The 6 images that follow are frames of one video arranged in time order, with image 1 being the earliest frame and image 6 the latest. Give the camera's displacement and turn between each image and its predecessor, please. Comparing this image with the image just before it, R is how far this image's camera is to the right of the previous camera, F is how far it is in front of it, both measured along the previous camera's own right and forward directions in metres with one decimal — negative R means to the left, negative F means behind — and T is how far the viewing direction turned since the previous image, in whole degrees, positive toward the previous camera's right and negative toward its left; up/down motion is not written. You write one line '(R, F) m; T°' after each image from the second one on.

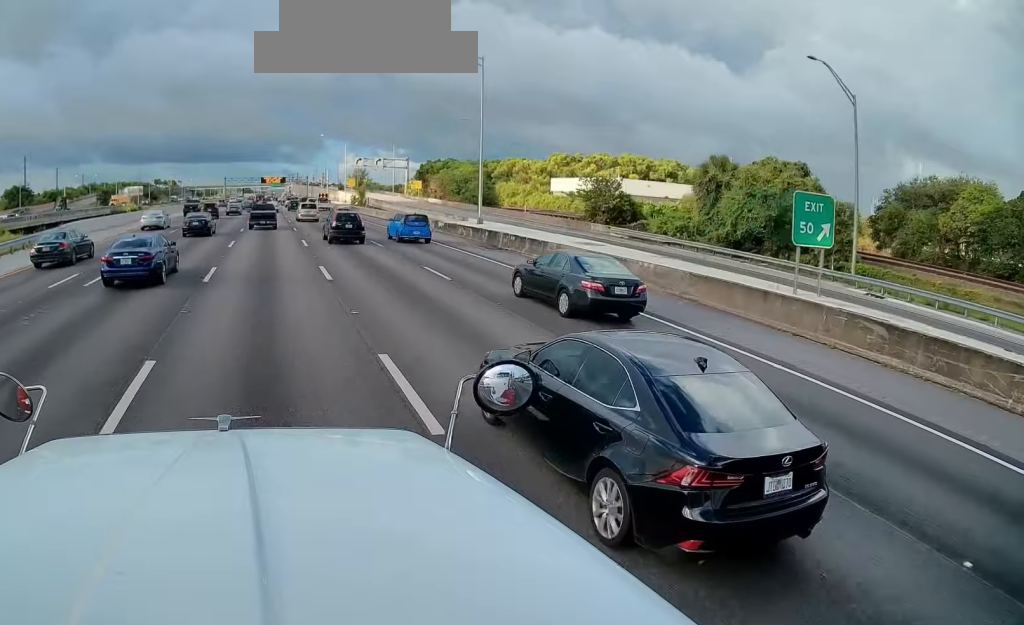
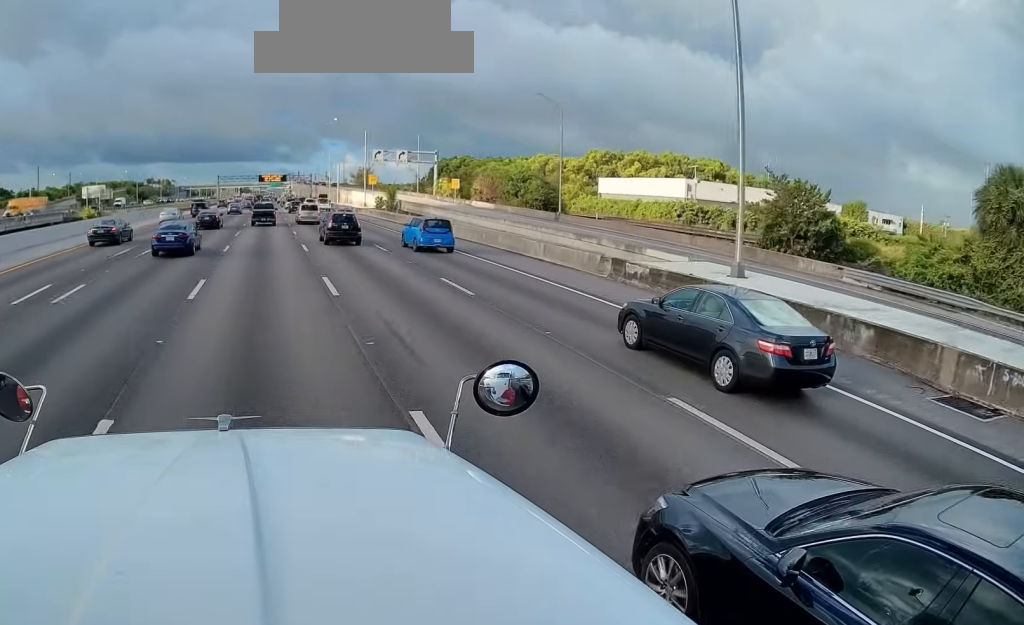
(-0.5, +27.2) m; -2°
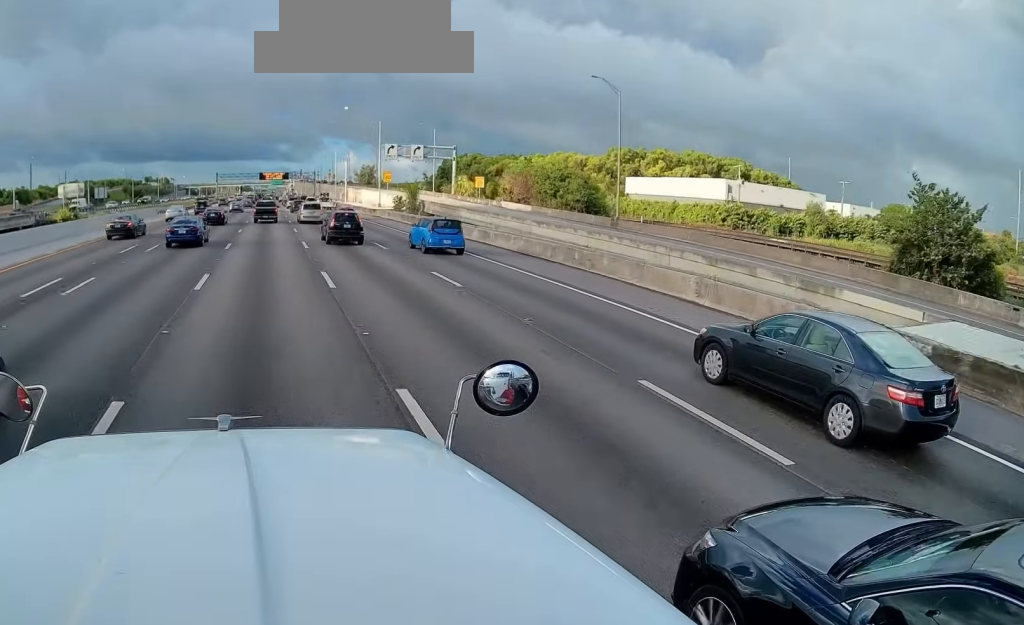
(+0.1, +11.4) m; +1°
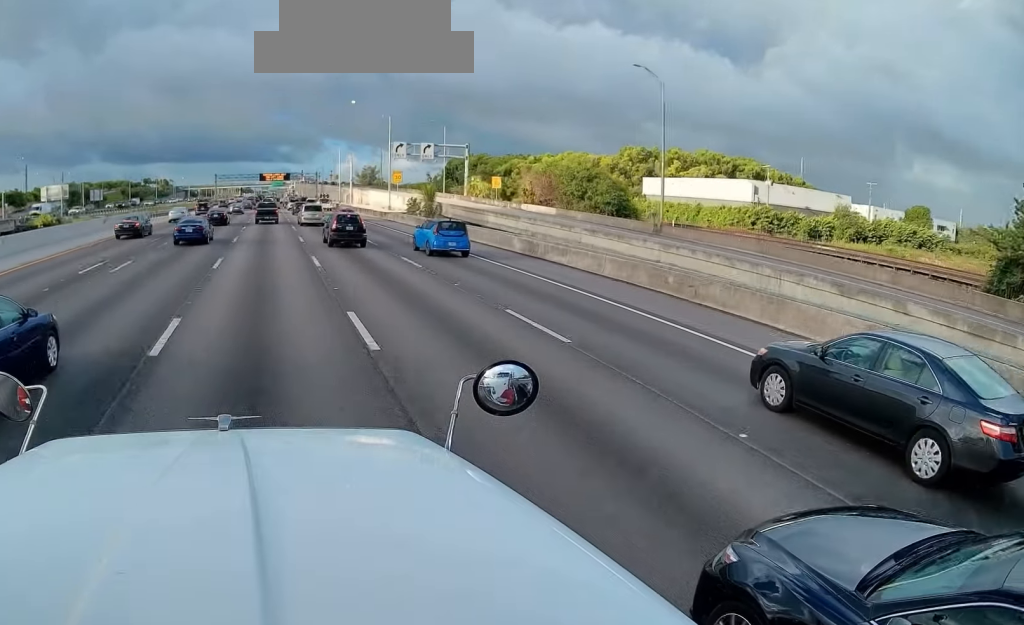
(+0.1, +7.0) m; +1°
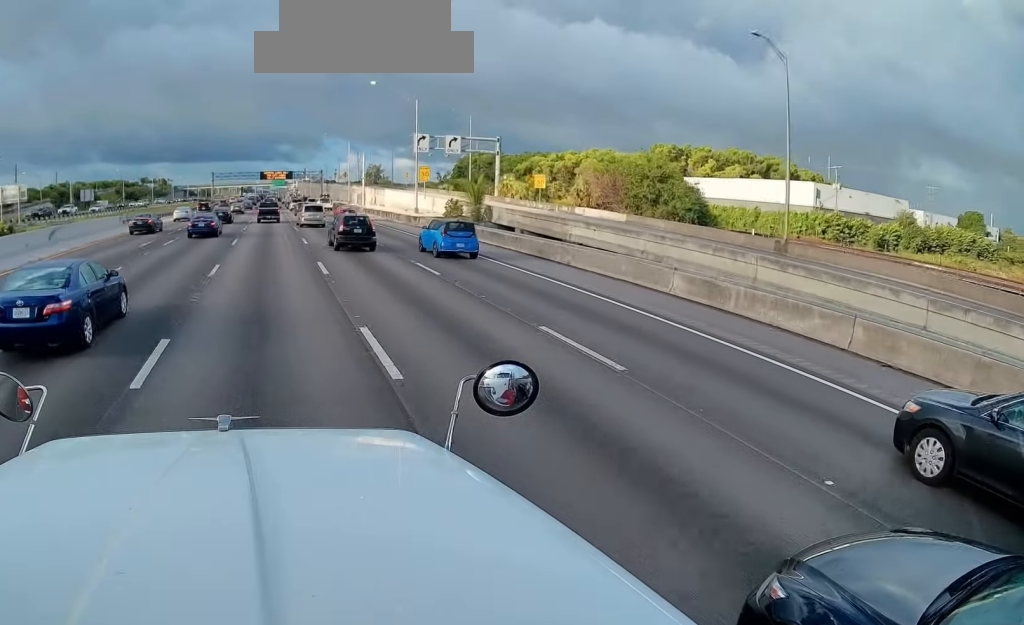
(0.0, +14.4) m; 0°
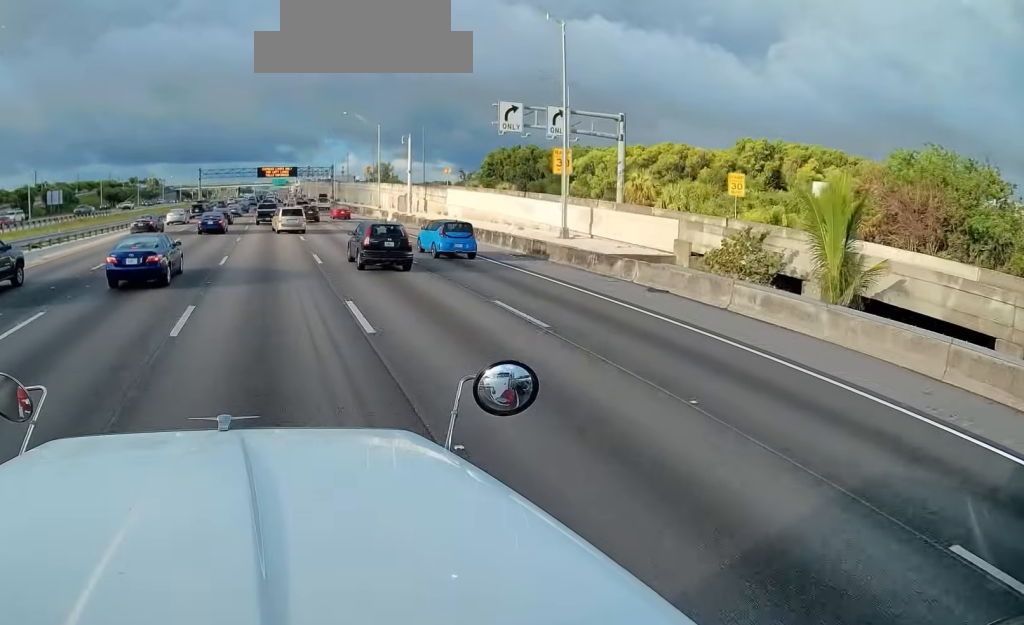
(0.0, +34.8) m; 0°
